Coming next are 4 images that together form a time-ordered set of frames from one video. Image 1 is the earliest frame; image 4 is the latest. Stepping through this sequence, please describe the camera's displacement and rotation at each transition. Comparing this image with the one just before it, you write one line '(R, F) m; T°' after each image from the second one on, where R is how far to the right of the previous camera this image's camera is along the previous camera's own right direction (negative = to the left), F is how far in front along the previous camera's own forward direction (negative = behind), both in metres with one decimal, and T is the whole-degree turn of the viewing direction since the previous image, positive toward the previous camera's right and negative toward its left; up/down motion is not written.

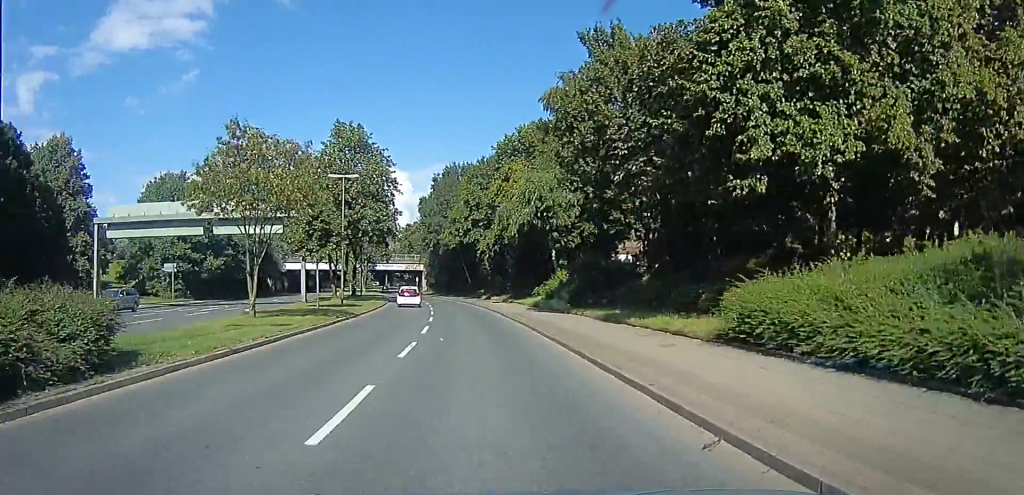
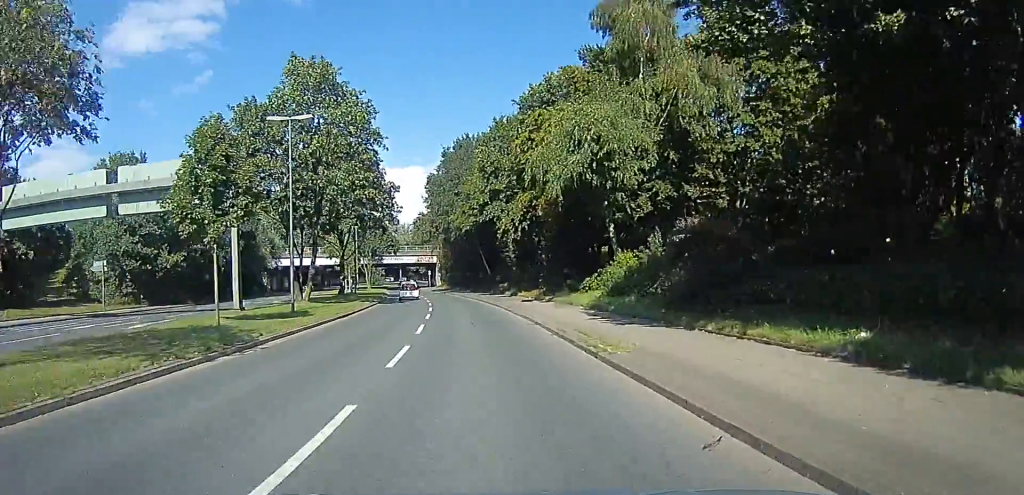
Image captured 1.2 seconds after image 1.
(+1.0, +10.5) m; +5°
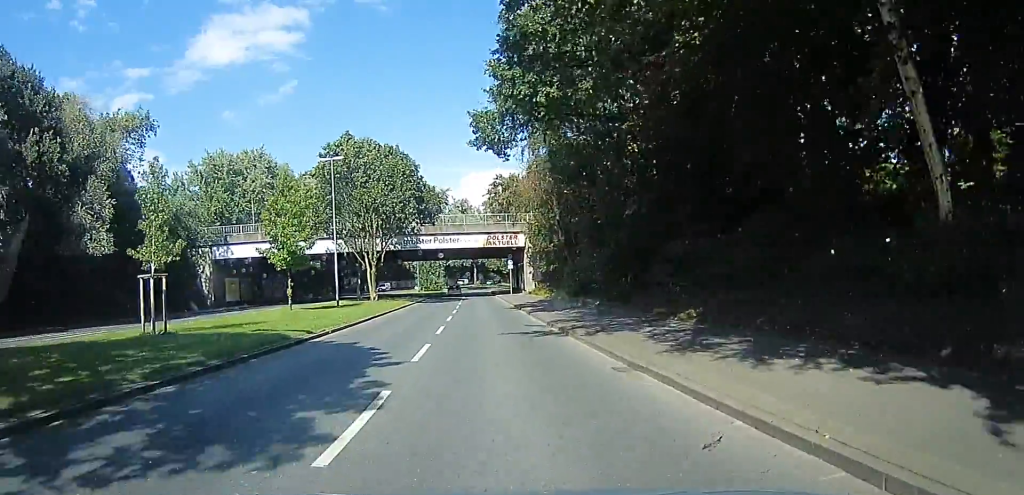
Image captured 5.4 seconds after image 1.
(0.0, +46.9) m; 0°
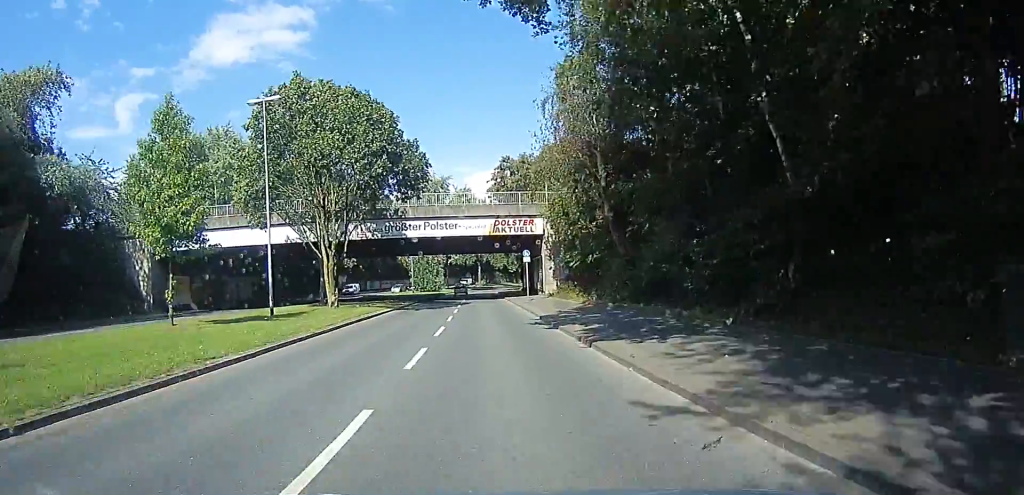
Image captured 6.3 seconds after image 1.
(0.0, +11.7) m; 0°
